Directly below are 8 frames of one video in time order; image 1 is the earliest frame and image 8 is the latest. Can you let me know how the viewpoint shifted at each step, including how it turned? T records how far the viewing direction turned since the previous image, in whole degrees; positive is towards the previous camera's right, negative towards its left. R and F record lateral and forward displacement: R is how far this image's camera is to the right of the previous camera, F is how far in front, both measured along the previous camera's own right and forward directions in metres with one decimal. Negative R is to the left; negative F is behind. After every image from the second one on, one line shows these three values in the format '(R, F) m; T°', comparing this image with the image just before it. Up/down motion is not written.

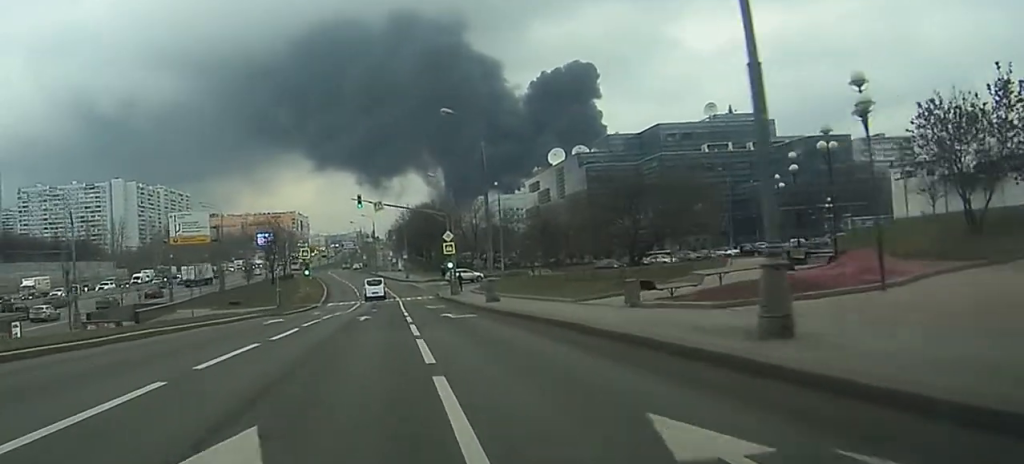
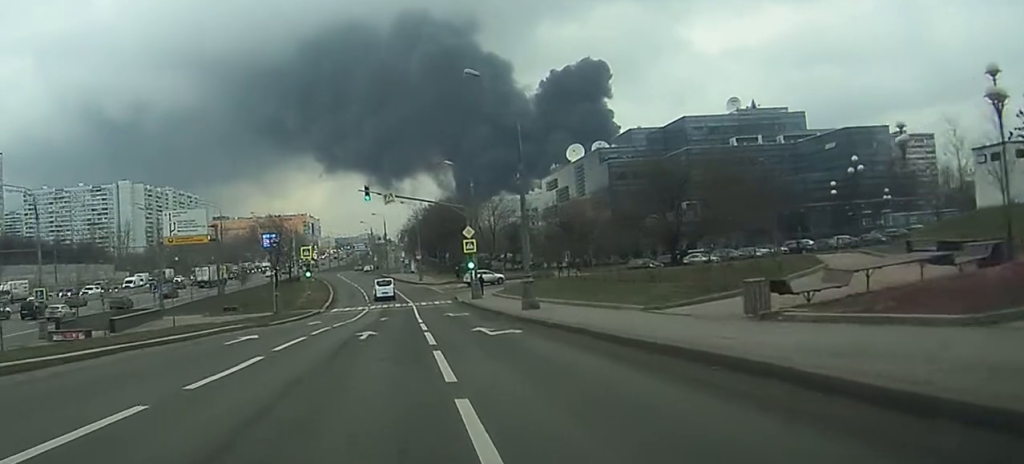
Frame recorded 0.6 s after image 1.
(-0.3, +9.5) m; -2°
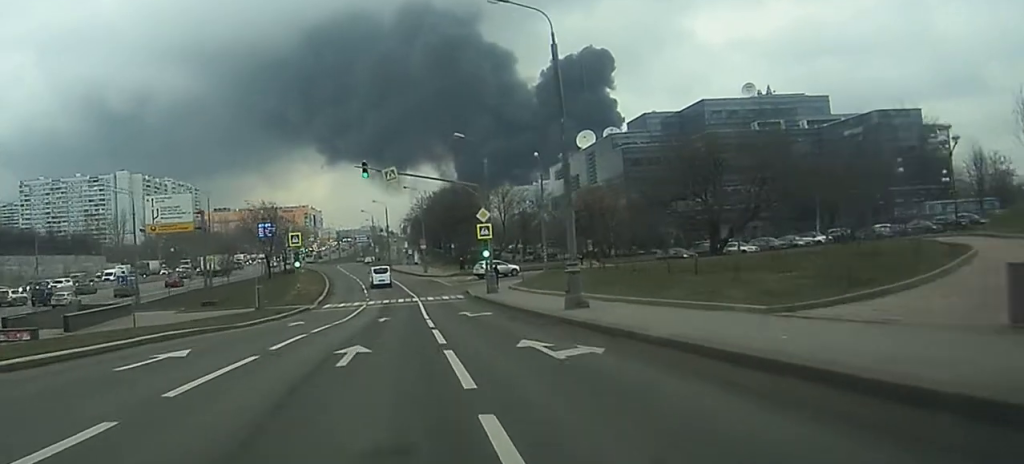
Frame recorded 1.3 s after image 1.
(-0.1, +9.4) m; -1°
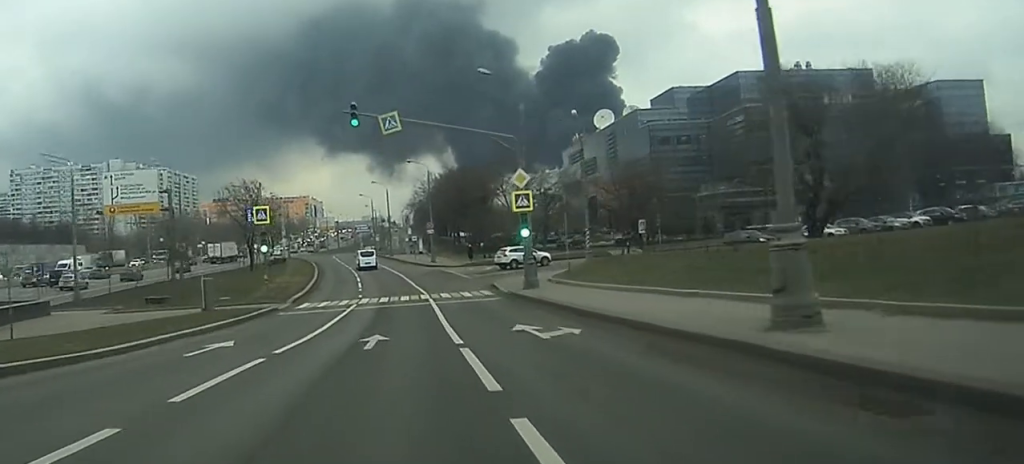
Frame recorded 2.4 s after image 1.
(-0.1, +16.3) m; -1°
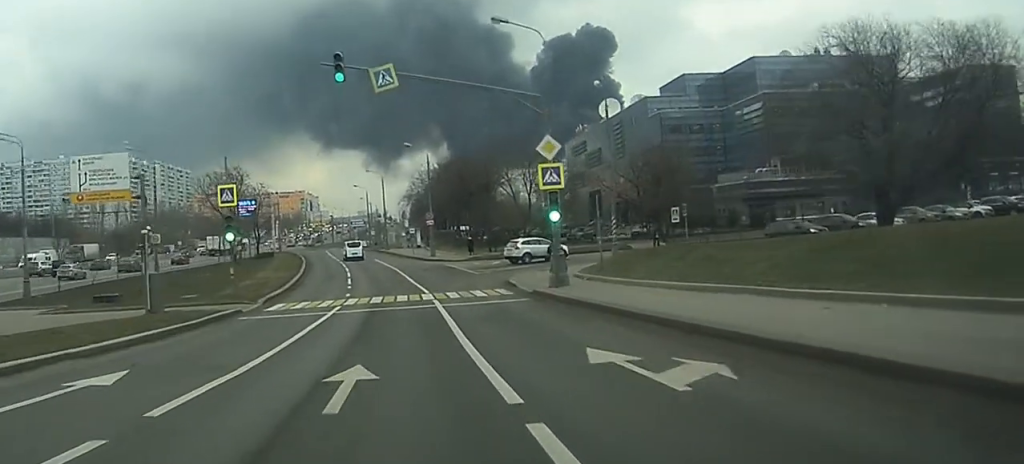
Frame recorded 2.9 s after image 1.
(-0.1, +8.5) m; 0°
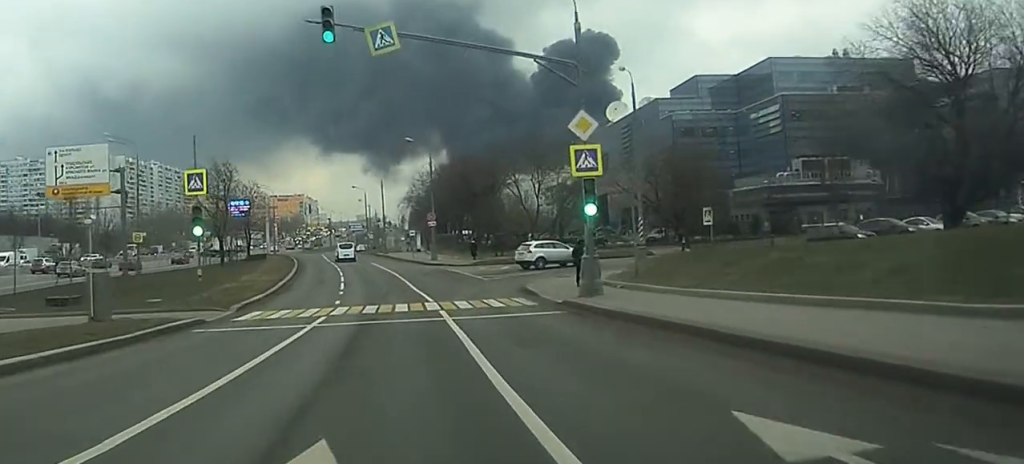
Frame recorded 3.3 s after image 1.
(0.0, +6.0) m; 0°
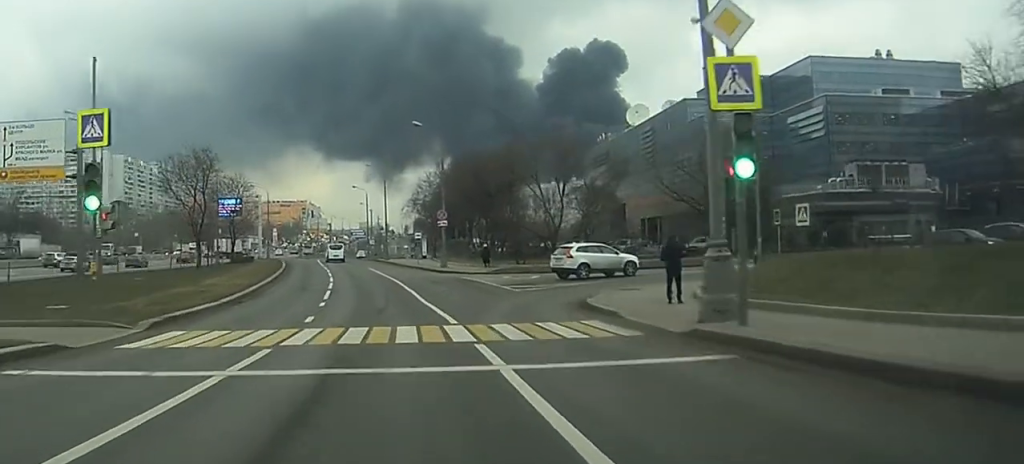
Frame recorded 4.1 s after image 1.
(0.0, +11.5) m; 0°
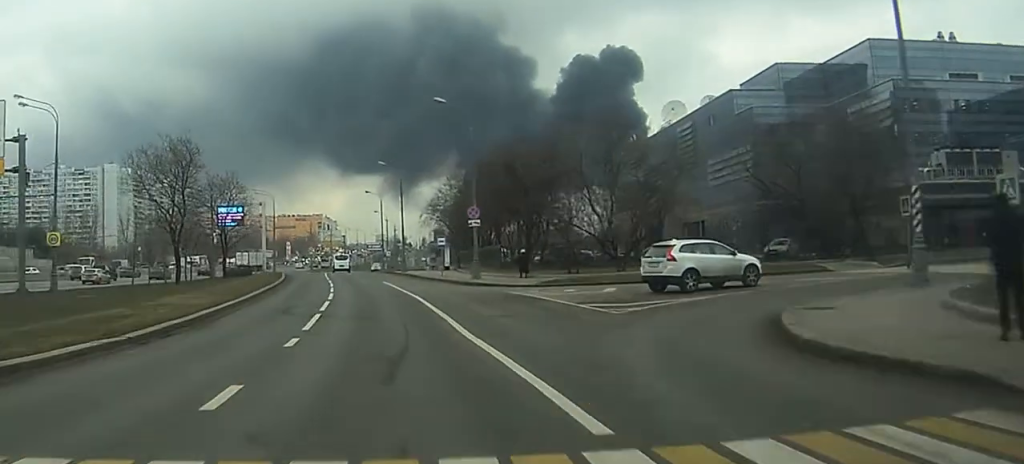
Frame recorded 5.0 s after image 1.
(0.0, +13.0) m; 0°
